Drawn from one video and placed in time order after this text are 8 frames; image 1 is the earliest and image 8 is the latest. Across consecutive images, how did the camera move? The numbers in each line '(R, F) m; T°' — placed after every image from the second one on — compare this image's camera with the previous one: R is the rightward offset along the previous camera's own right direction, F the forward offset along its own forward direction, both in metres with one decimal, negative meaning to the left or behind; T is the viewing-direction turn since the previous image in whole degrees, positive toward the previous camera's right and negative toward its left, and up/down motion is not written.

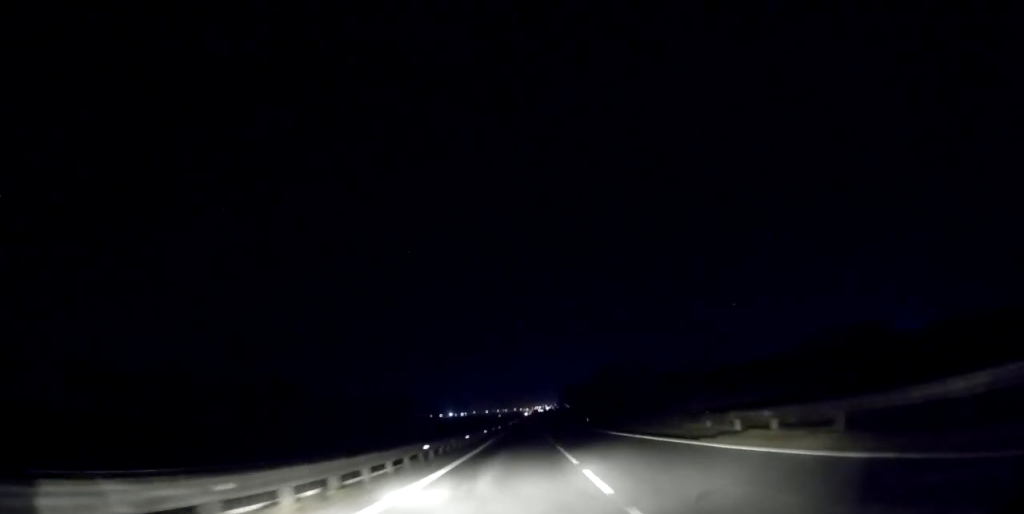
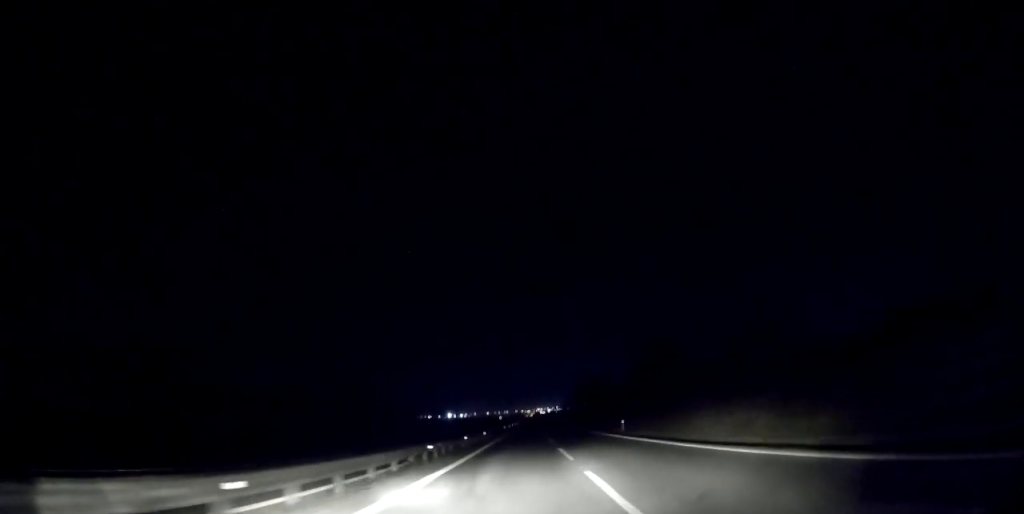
(+0.3, +23.7) m; +1°
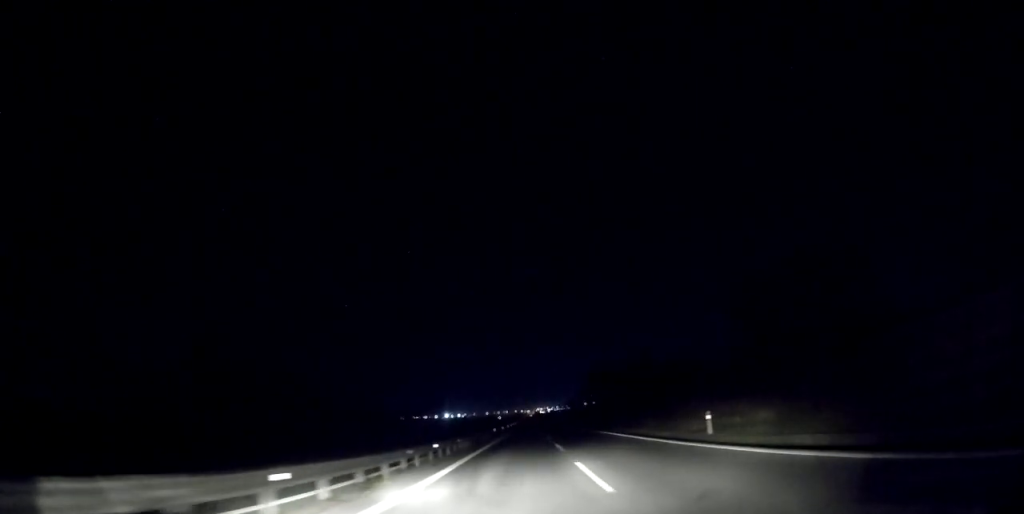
(0.0, +21.4) m; 0°
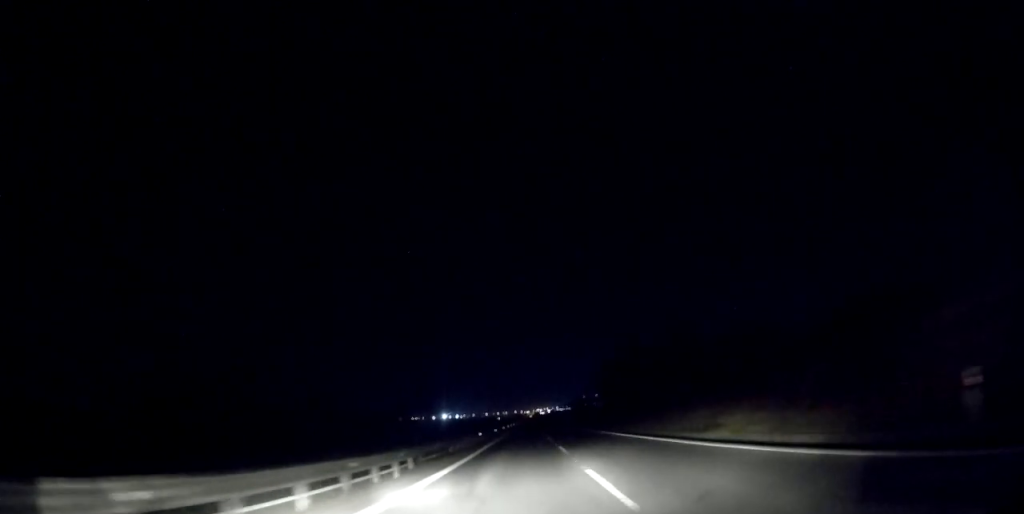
(0.0, +14.8) m; 0°
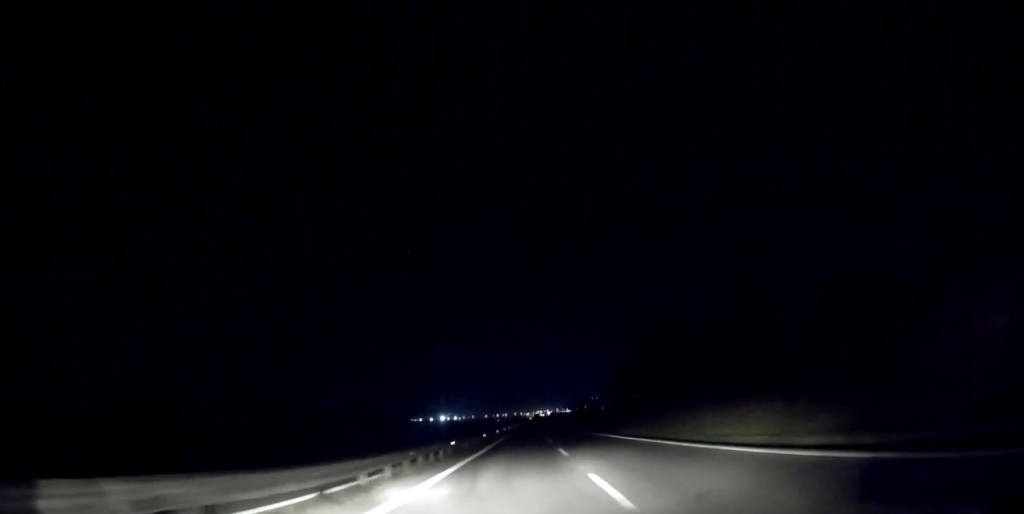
(0.0, +12.9) m; 0°
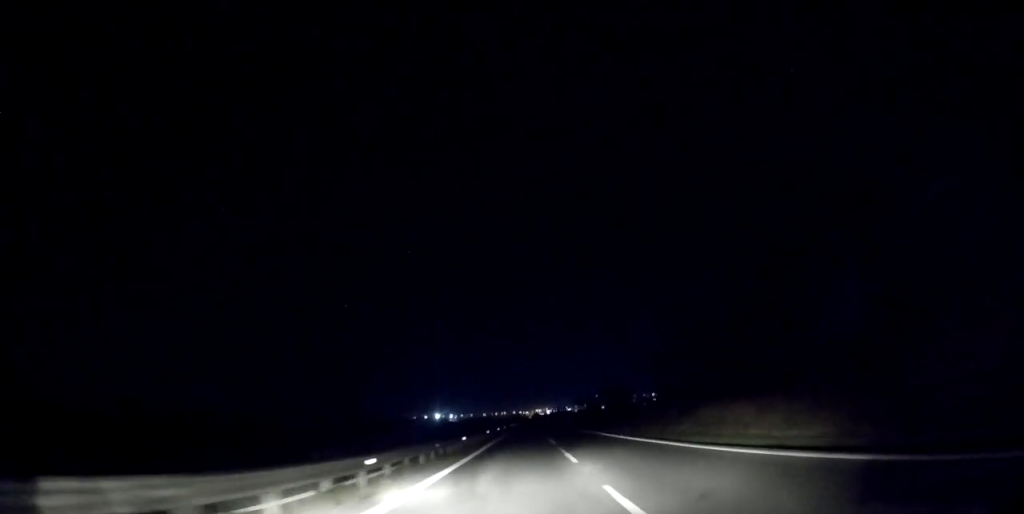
(0.0, +27.9) m; 0°
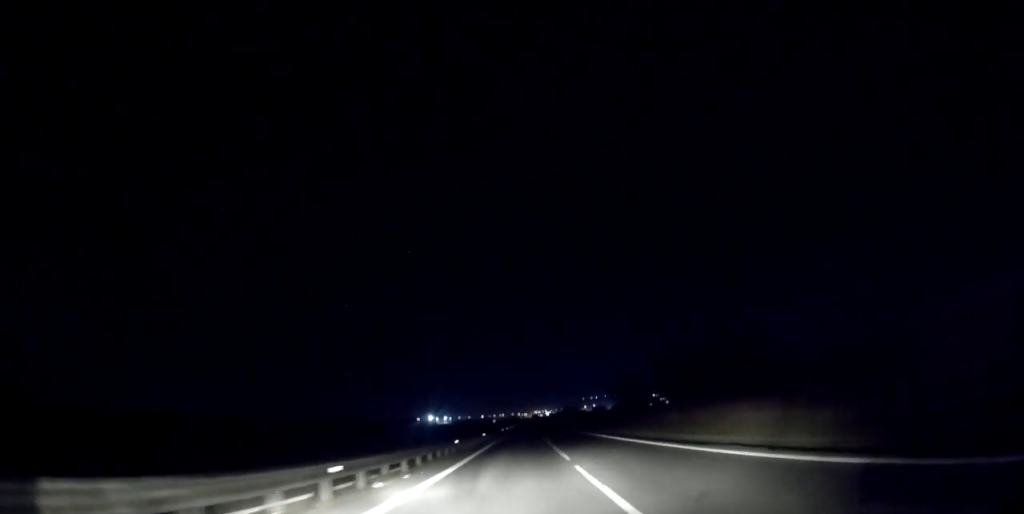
(0.0, +33.7) m; 0°
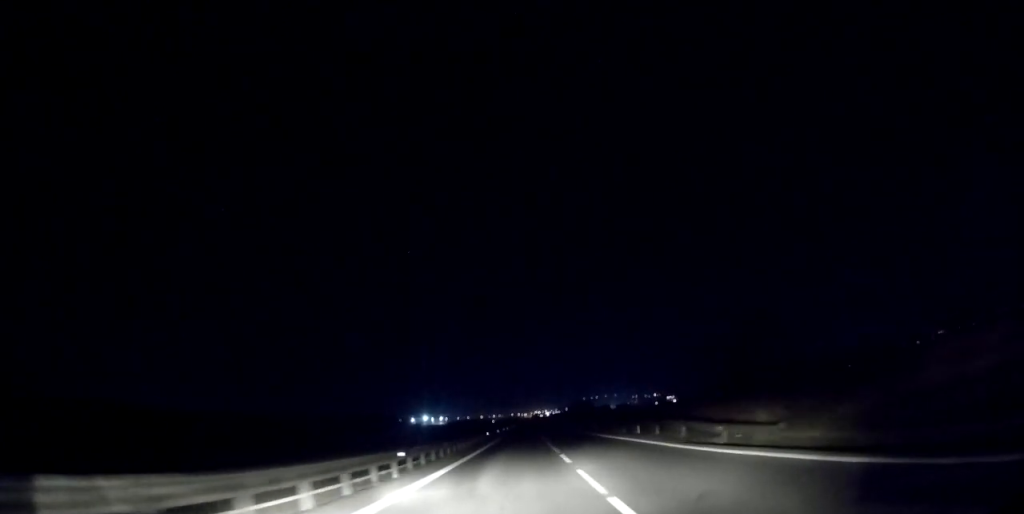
(0.0, +26.5) m; 0°
